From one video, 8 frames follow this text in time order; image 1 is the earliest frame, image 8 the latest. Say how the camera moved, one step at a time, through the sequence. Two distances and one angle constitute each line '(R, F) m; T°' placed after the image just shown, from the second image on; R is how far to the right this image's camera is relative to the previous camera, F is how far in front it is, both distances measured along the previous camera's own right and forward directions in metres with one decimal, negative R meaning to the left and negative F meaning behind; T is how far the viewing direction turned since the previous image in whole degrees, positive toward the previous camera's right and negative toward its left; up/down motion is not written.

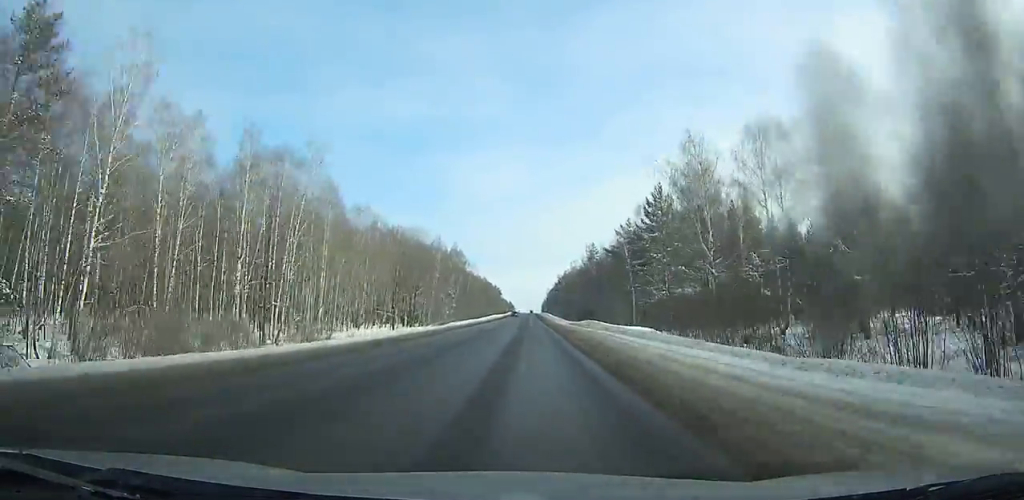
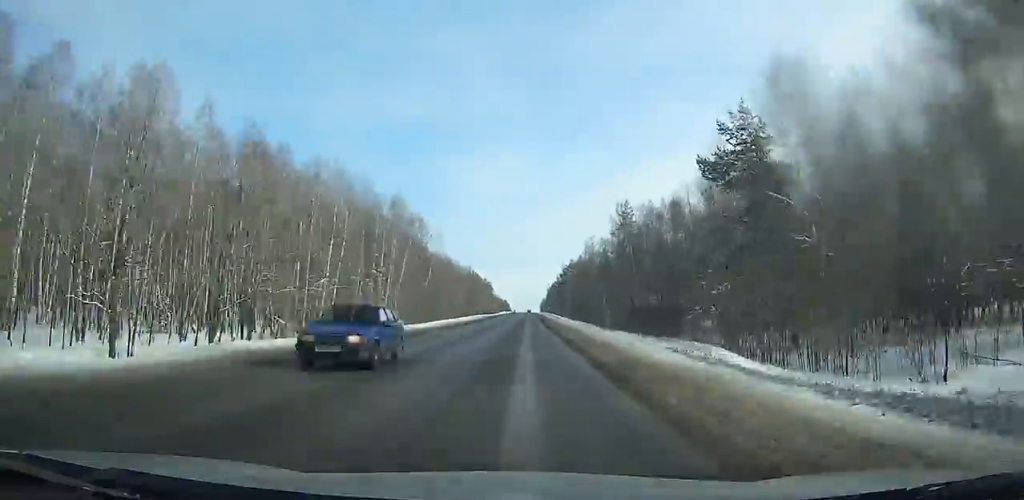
(+0.2, +59.9) m; 0°
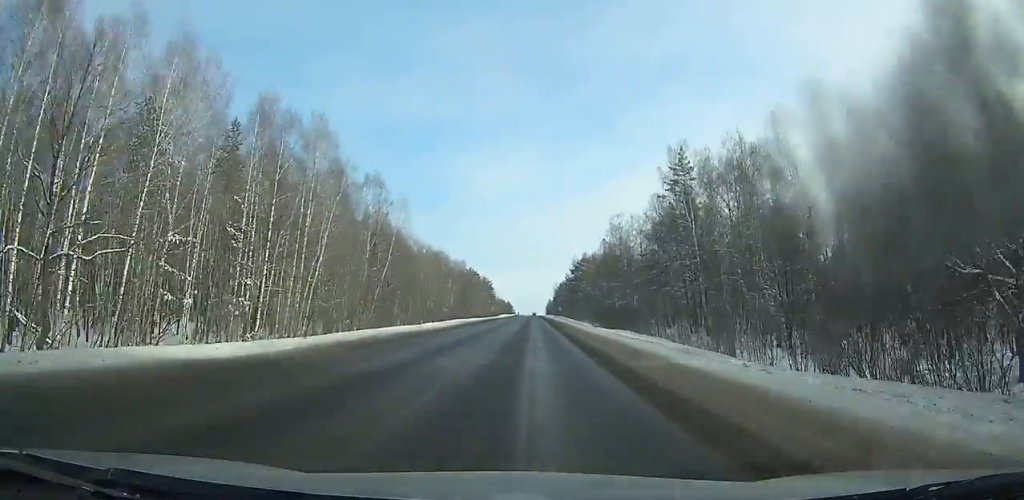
(0.0, +34.2) m; 0°
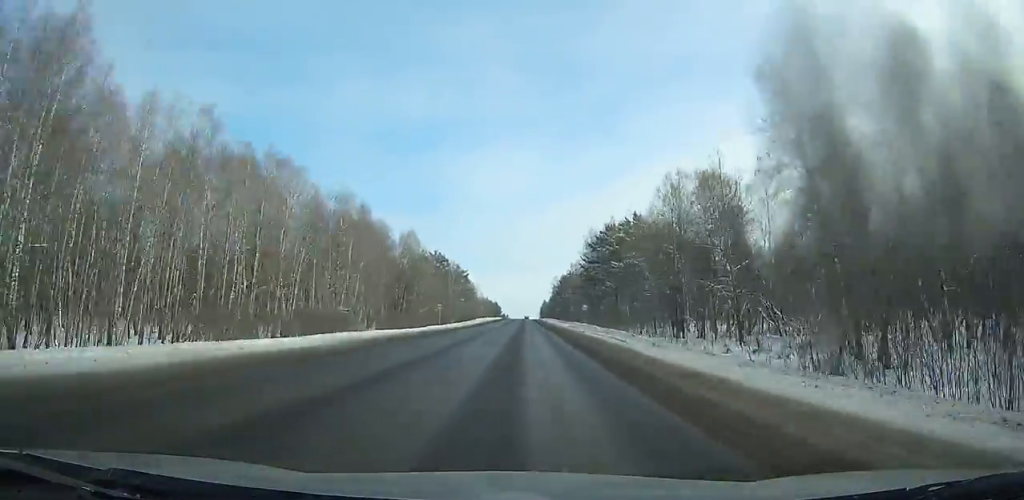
(0.0, +72.1) m; 0°
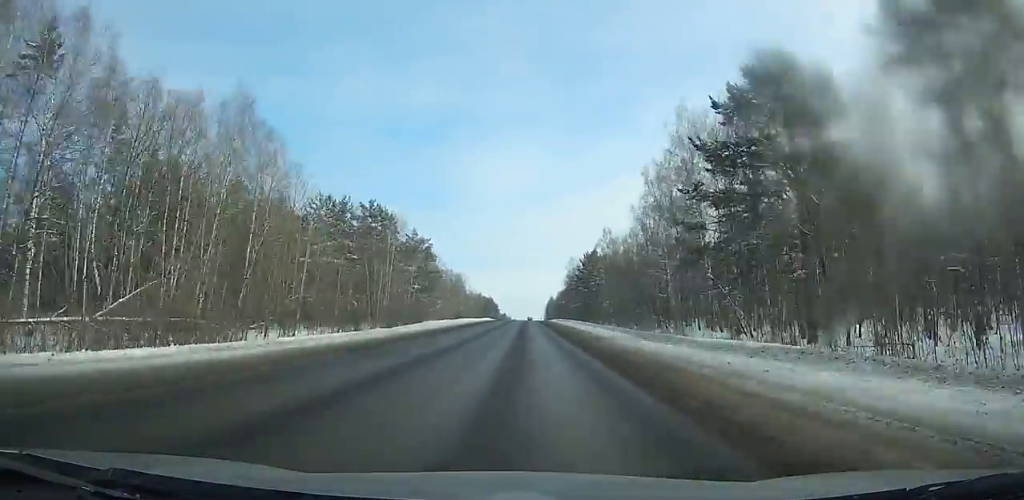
(+0.1, +72.6) m; 0°
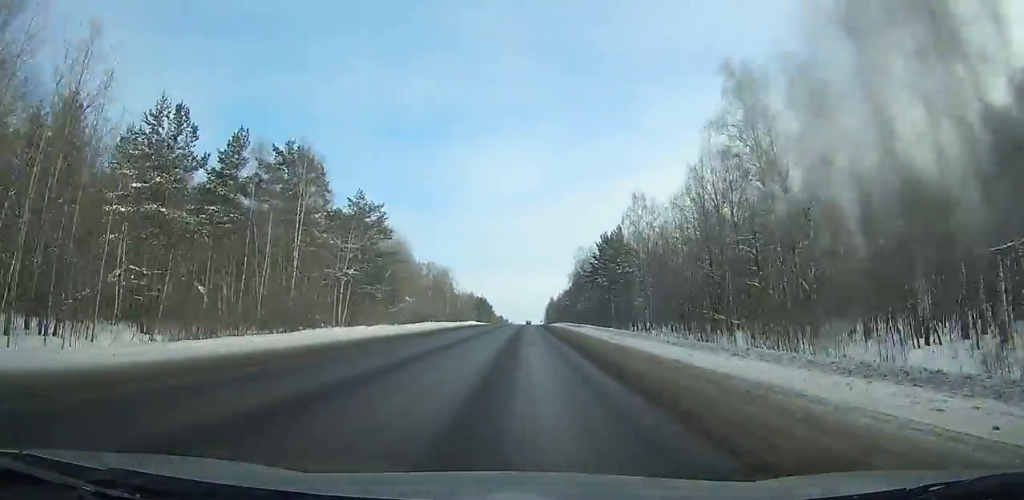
(0.0, +34.5) m; 0°
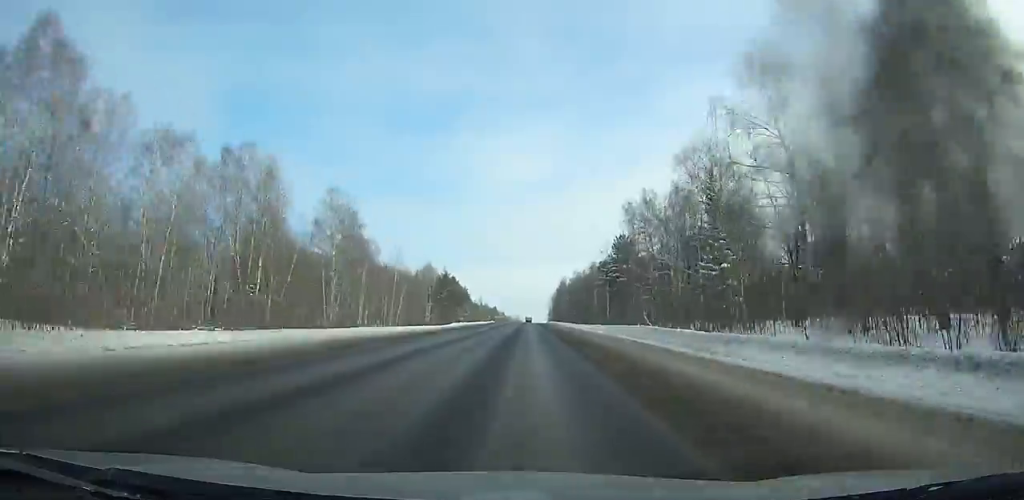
(+0.1, +109.2) m; 0°
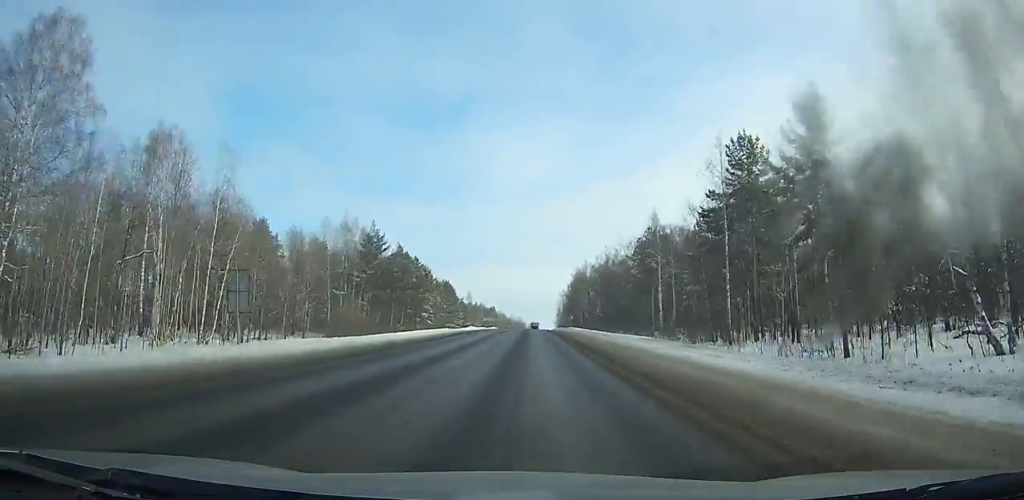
(-0.1, +65.5) m; 0°
